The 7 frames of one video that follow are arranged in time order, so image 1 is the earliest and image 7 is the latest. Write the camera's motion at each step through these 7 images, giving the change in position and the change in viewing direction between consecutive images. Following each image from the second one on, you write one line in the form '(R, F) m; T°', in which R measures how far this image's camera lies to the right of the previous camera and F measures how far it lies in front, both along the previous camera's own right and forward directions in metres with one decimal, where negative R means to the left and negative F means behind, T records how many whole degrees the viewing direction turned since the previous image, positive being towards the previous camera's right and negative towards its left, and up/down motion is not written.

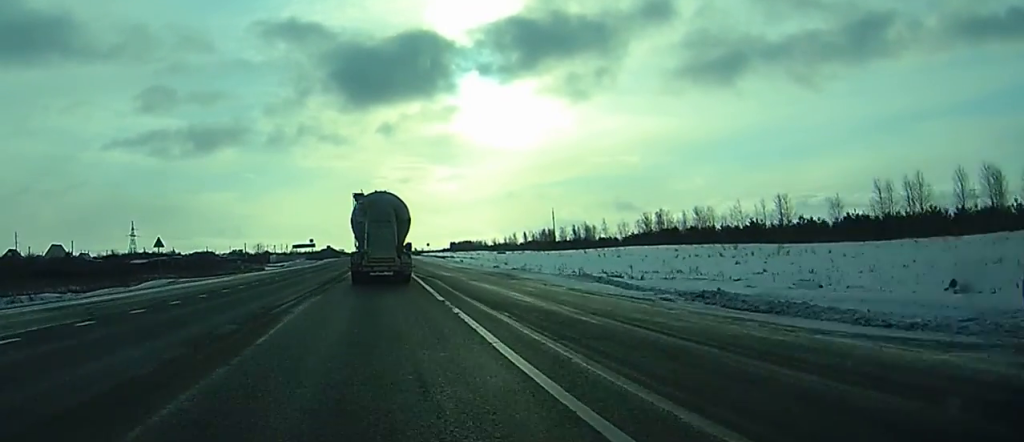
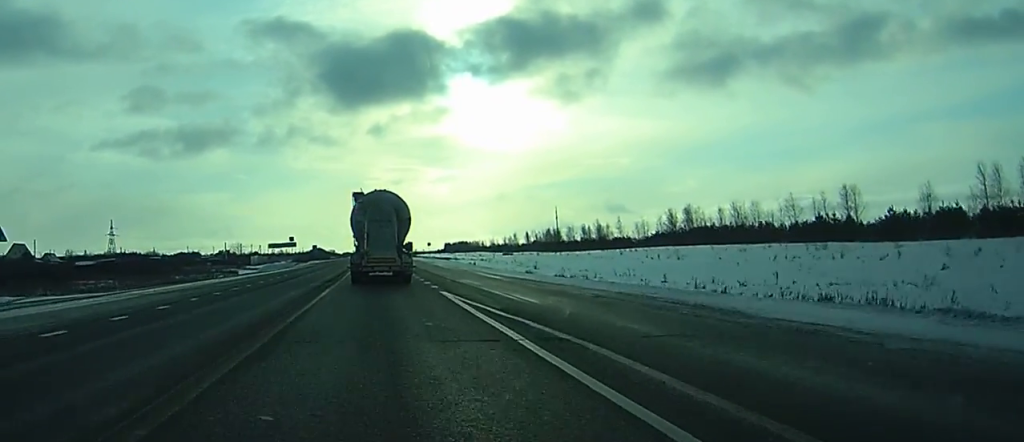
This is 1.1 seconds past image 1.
(-0.1, +26.0) m; 0°
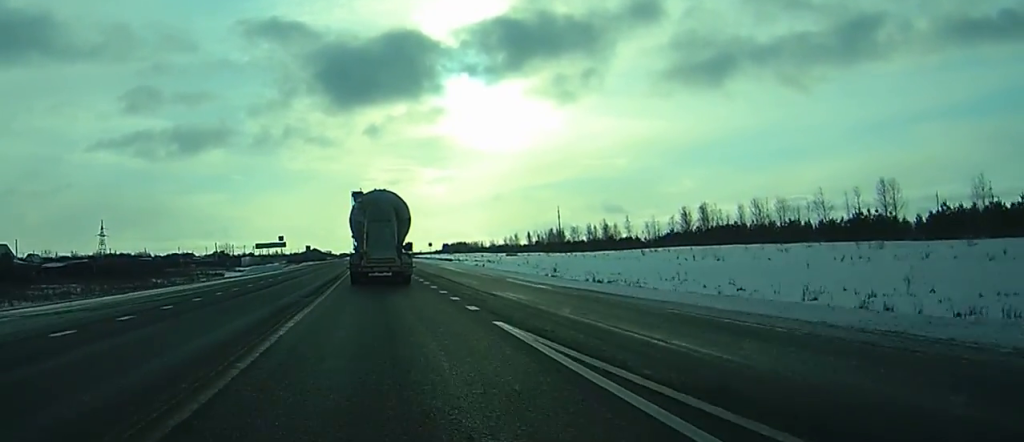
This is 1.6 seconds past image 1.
(0.0, +11.6) m; 0°
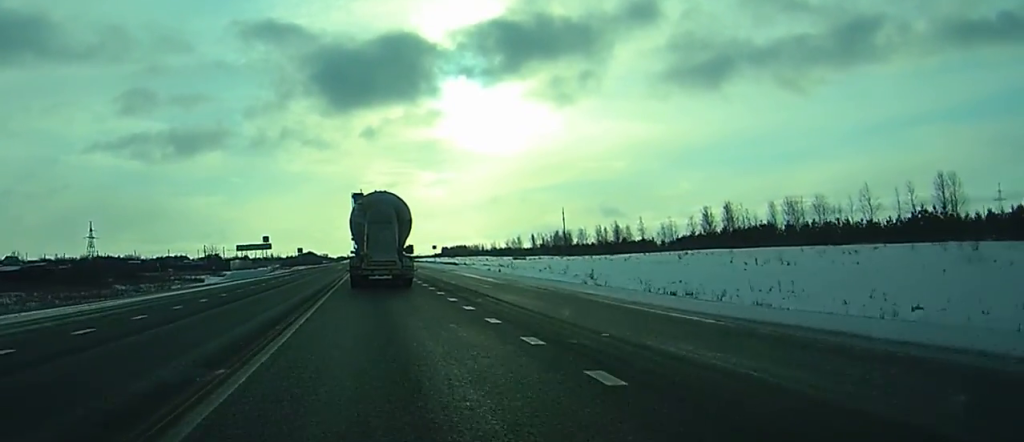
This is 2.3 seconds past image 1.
(0.0, +14.8) m; 0°
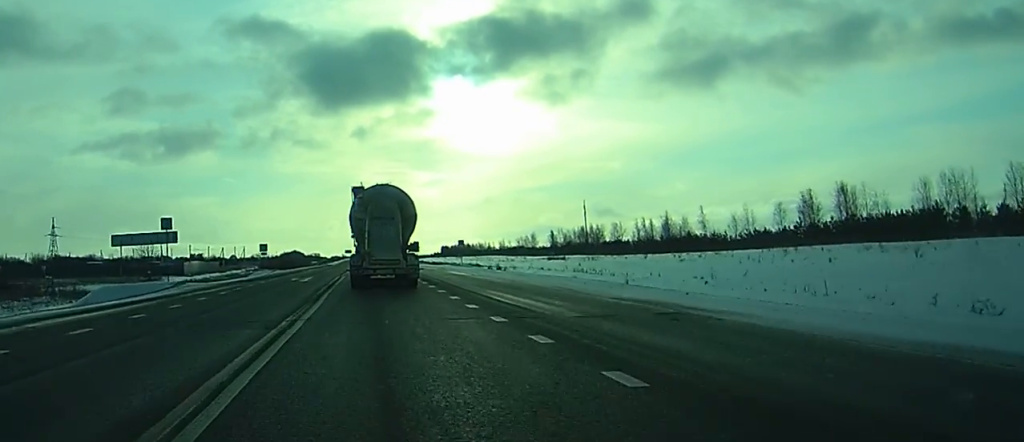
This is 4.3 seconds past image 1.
(+0.5, +47.9) m; +1°
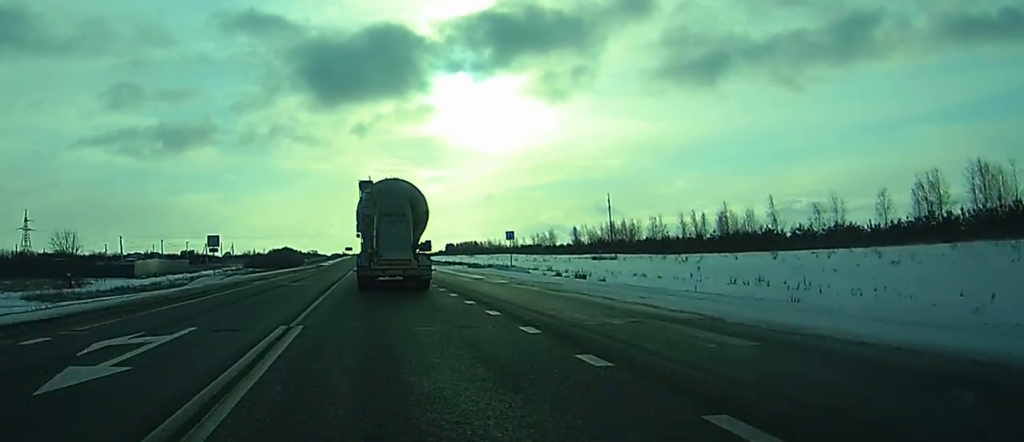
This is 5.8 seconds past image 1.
(+0.4, +34.6) m; +1°
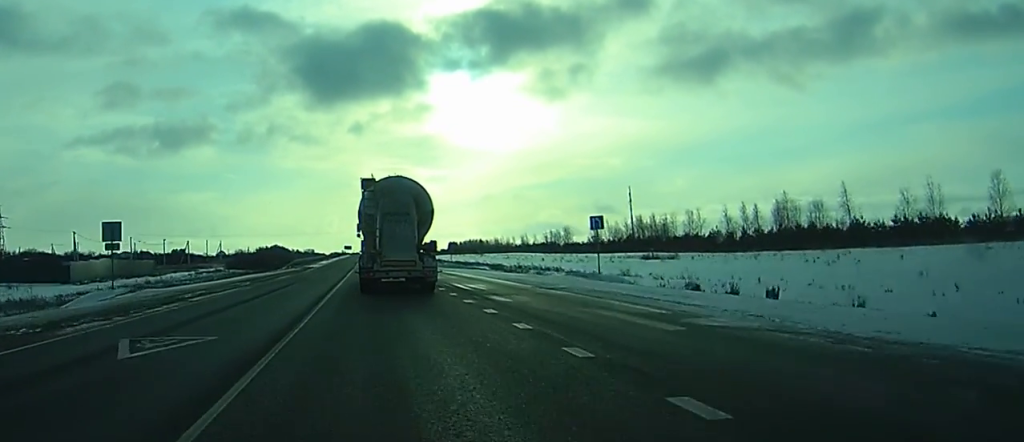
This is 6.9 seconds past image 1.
(0.0, +27.5) m; 0°
